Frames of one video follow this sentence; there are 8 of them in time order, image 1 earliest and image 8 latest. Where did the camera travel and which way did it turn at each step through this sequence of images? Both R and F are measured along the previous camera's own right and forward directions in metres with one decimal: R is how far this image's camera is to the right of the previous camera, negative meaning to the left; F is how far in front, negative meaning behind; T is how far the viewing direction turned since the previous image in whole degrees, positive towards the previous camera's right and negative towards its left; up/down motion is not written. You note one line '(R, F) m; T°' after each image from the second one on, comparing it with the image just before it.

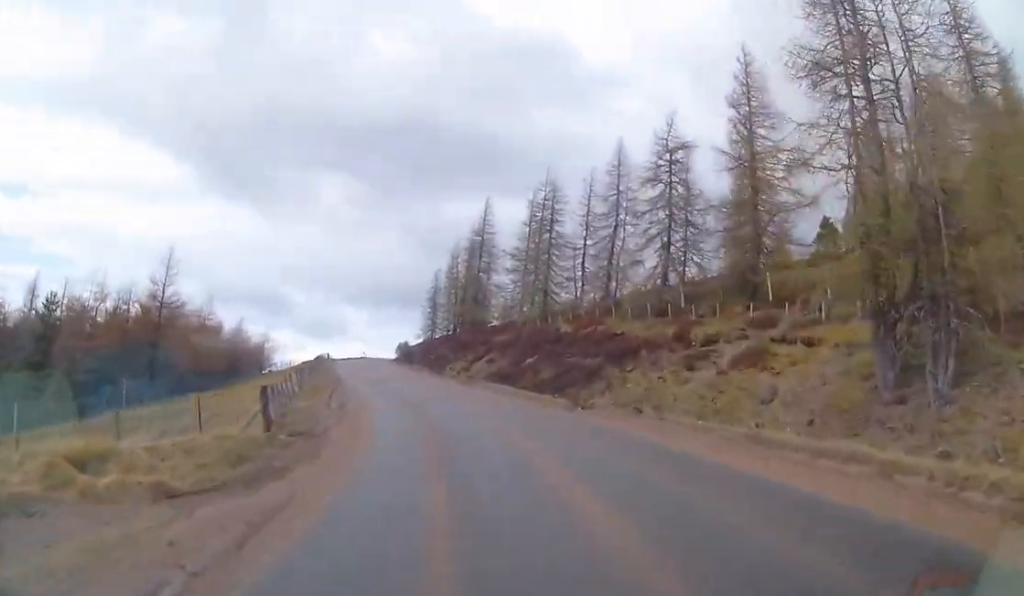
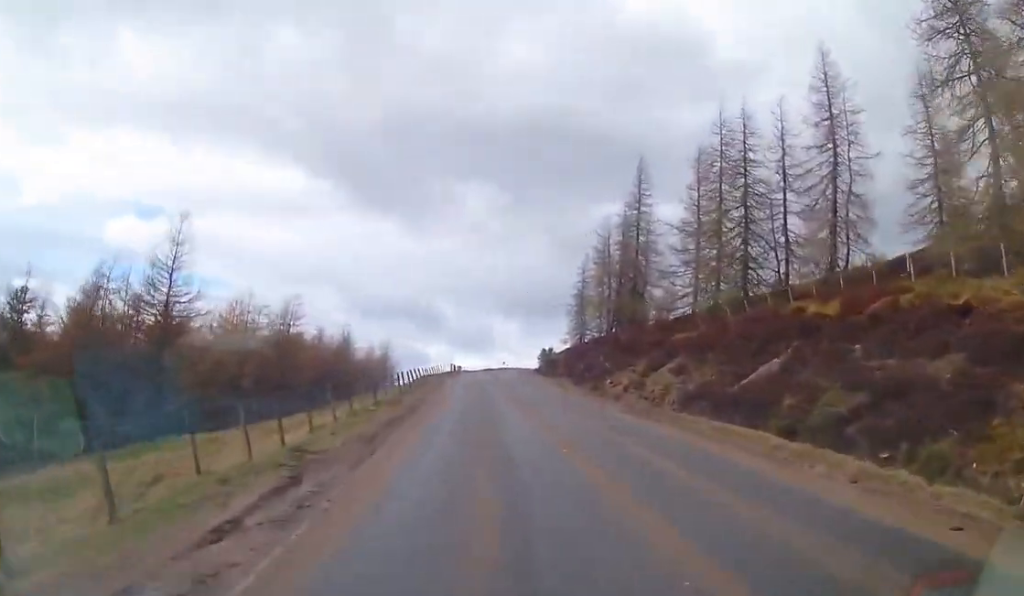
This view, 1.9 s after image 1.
(-1.3, +15.7) m; -6°
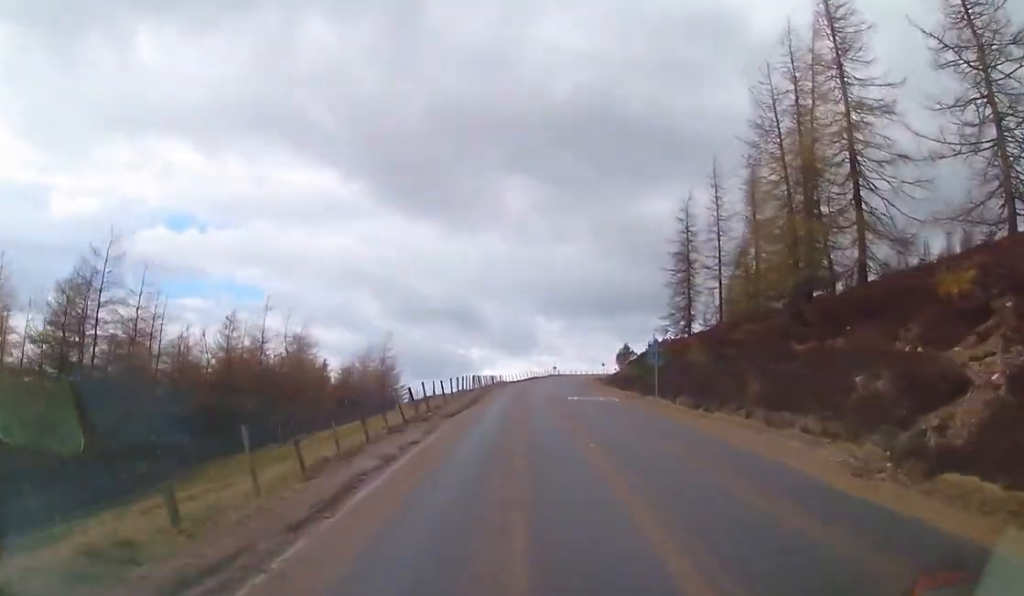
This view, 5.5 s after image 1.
(-2.8, +32.2) m; -8°
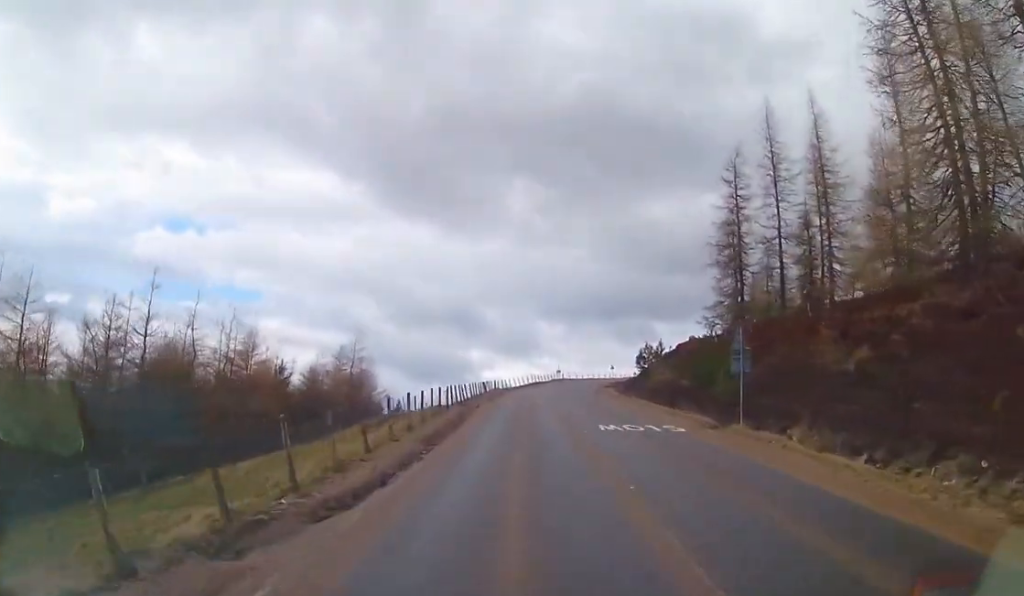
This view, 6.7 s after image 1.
(-0.3, +12.2) m; -1°
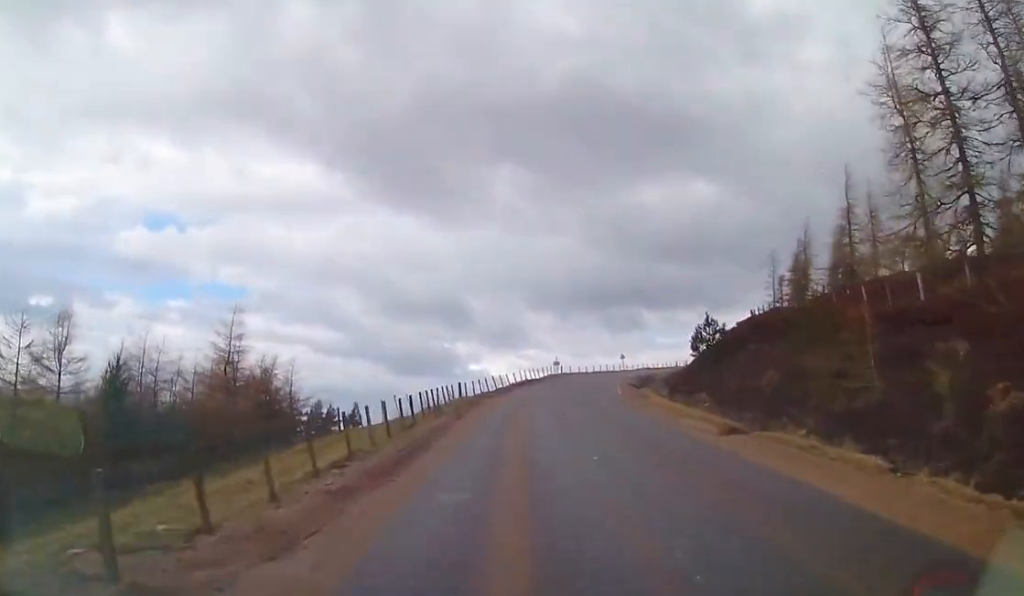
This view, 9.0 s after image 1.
(-0.4, +22.8) m; -1°
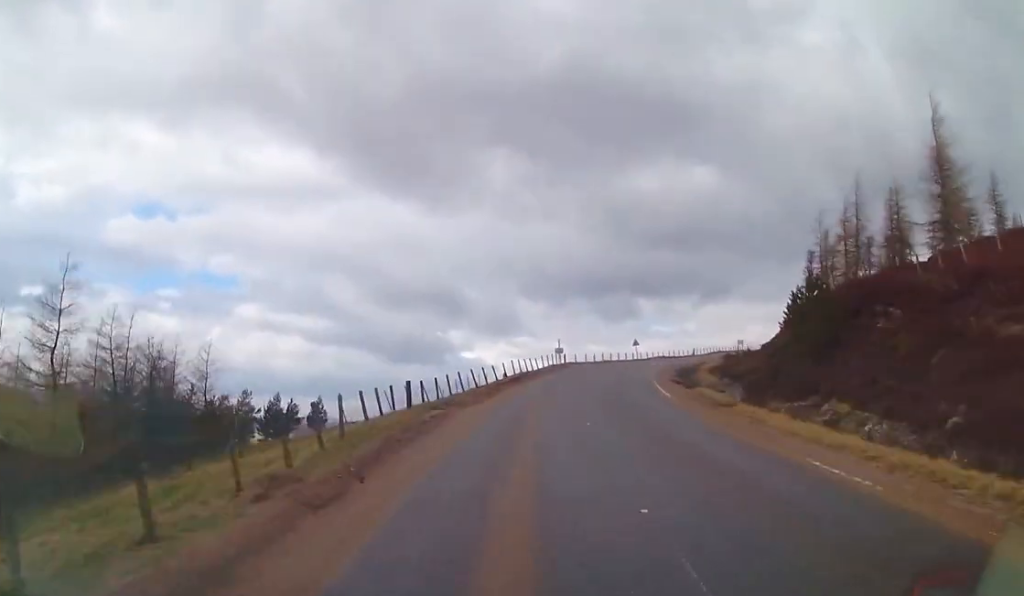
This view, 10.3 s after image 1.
(0.0, +13.9) m; +2°
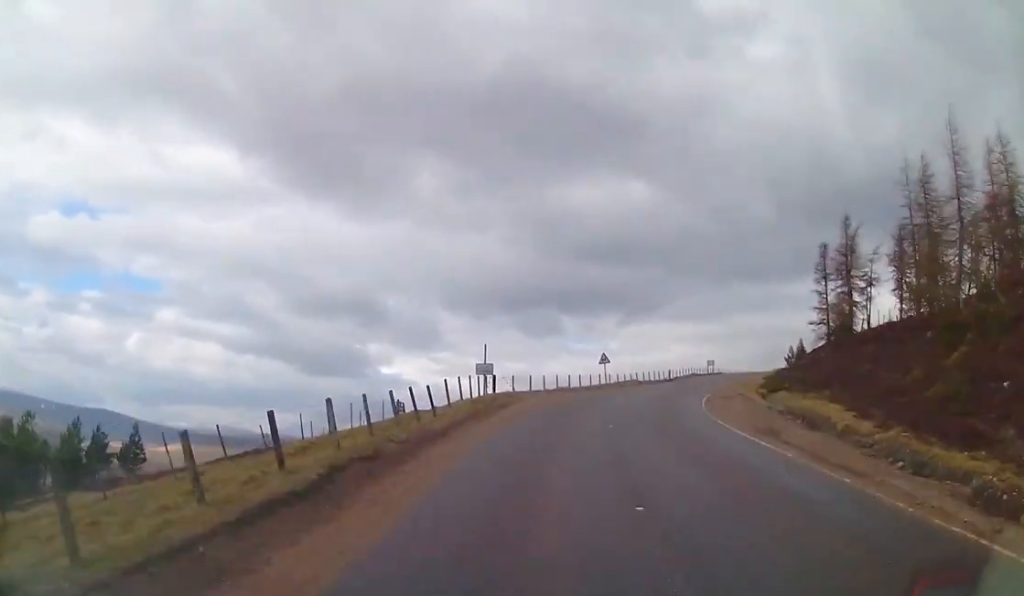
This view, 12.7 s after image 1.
(+0.4, +24.9) m; +4°
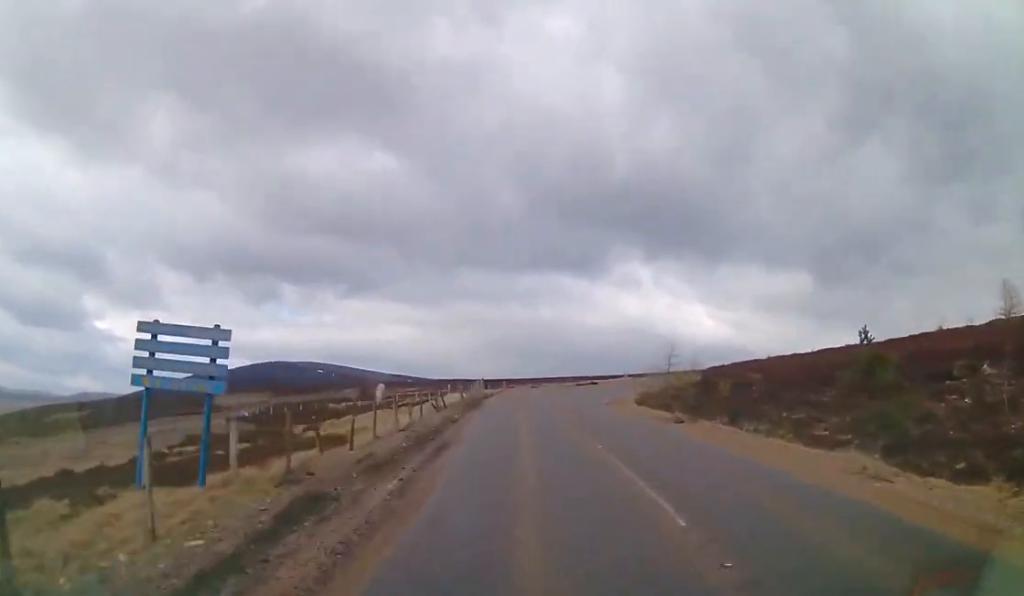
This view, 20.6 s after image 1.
(+18.6, +84.8) m; +23°
